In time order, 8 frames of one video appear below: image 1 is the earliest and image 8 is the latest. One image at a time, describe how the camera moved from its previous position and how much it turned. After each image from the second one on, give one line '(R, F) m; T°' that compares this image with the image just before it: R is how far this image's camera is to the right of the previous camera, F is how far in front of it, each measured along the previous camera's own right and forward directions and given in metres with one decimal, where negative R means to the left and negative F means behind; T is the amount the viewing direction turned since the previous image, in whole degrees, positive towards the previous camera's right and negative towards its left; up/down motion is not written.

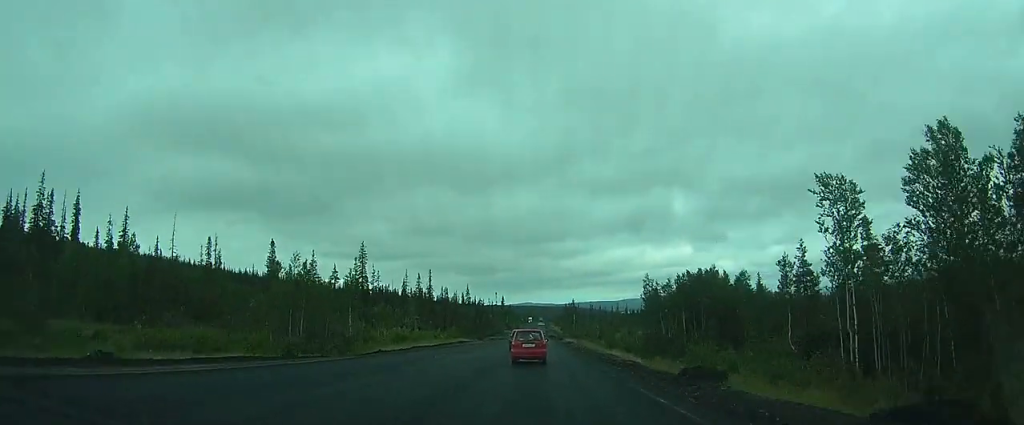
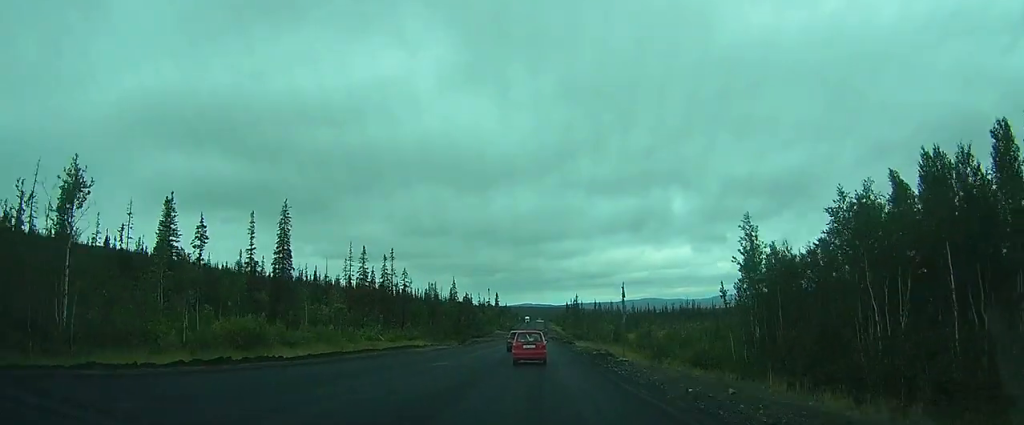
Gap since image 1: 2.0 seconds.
(-0.5, +42.4) m; -1°
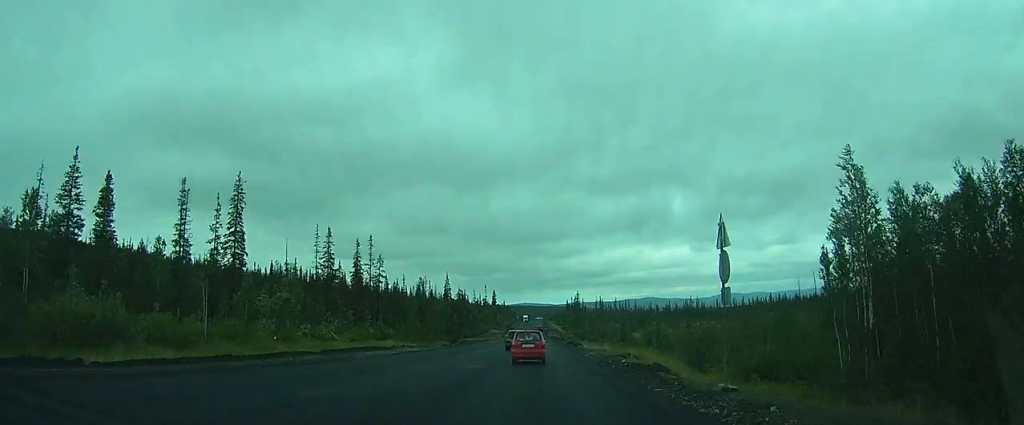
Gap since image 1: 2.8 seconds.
(0.0, +15.7) m; 0°
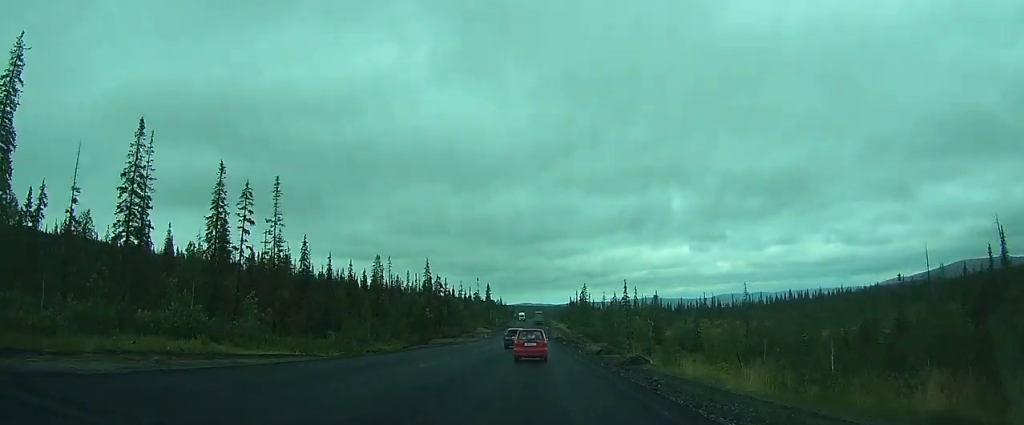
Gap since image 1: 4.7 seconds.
(+0.4, +41.4) m; 0°
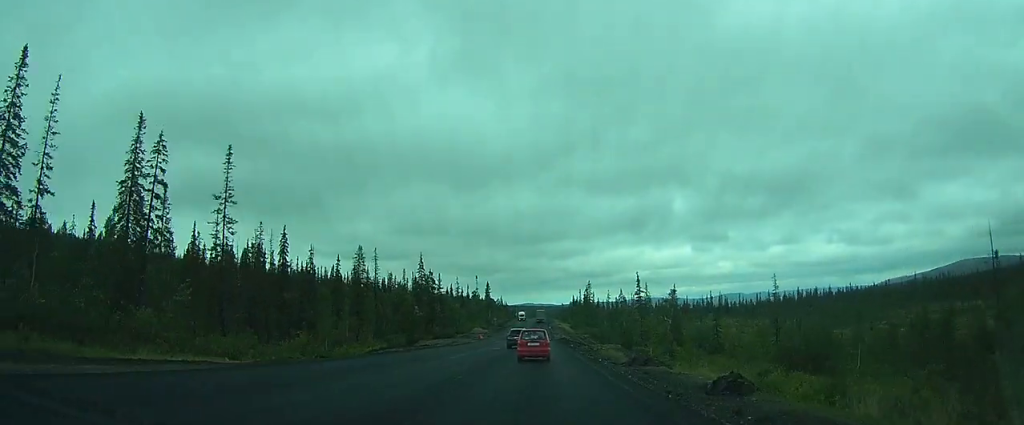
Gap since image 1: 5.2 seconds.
(+0.1, +12.5) m; -1°
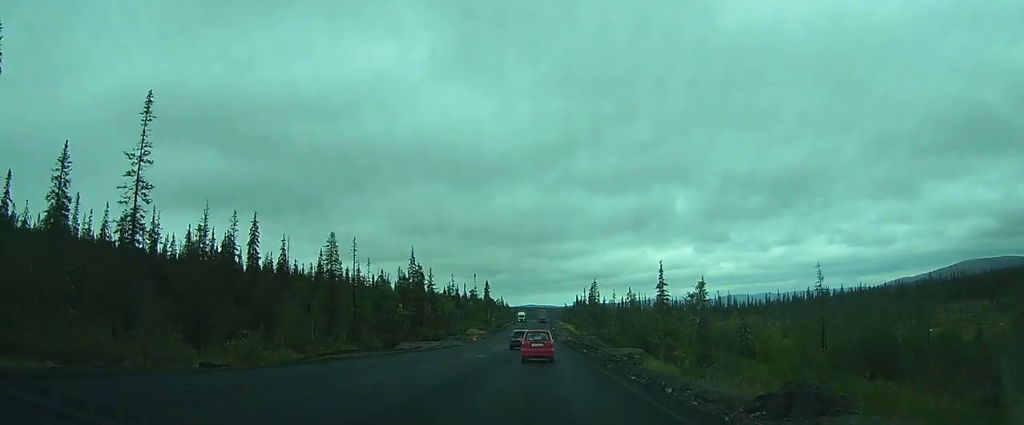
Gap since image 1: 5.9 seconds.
(-0.4, +14.9) m; -1°
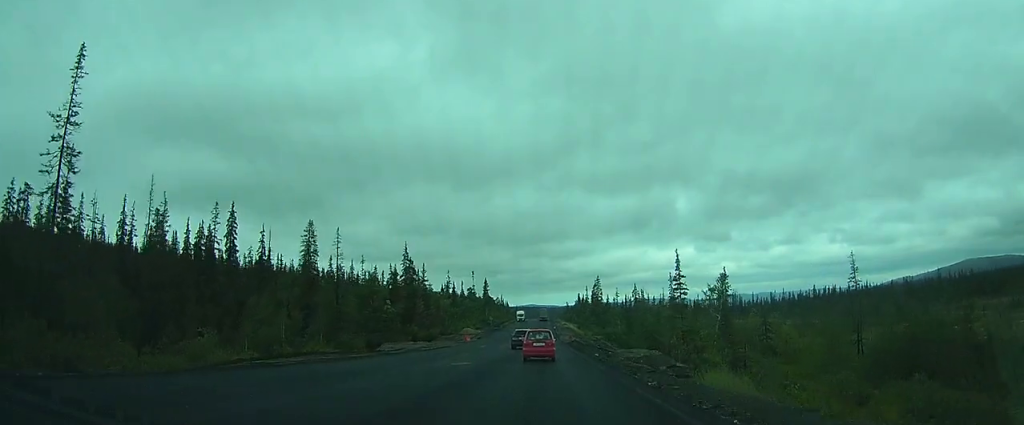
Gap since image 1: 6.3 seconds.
(-0.2, +8.9) m; 0°
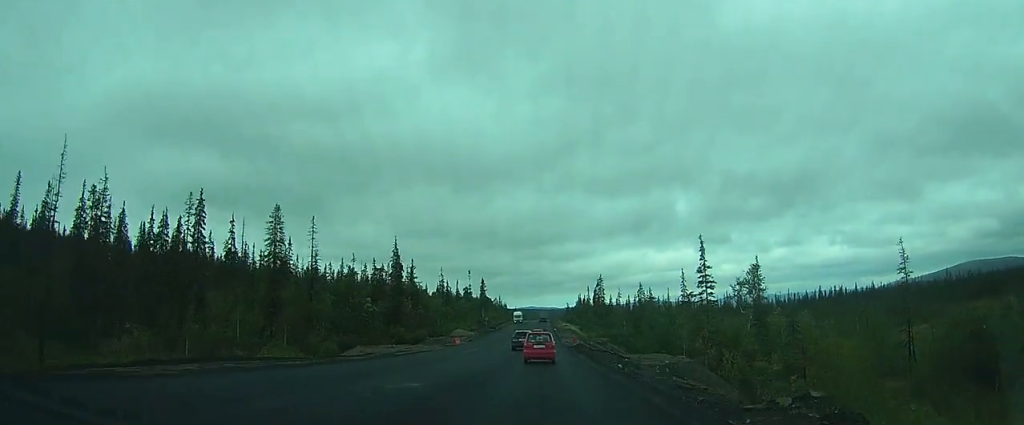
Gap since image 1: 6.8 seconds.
(+0.1, +10.5) m; 0°
